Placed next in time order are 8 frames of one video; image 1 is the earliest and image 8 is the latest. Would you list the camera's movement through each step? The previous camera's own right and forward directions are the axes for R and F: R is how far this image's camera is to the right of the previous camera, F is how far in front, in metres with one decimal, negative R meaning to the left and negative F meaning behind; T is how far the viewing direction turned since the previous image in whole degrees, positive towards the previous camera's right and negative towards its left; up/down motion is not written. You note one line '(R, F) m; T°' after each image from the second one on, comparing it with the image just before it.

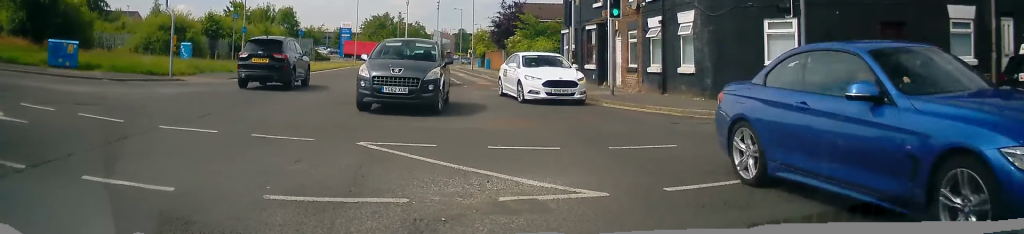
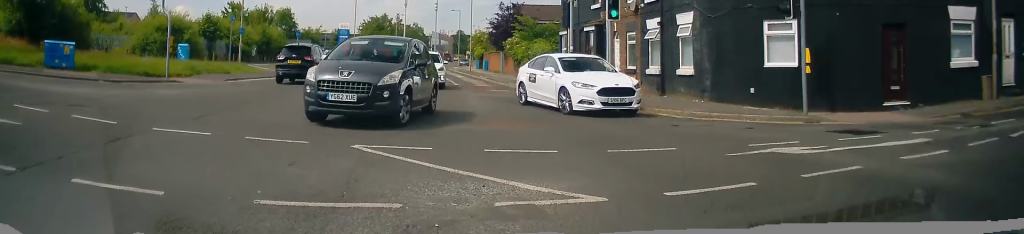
(+0.1, +0.2) m; 0°
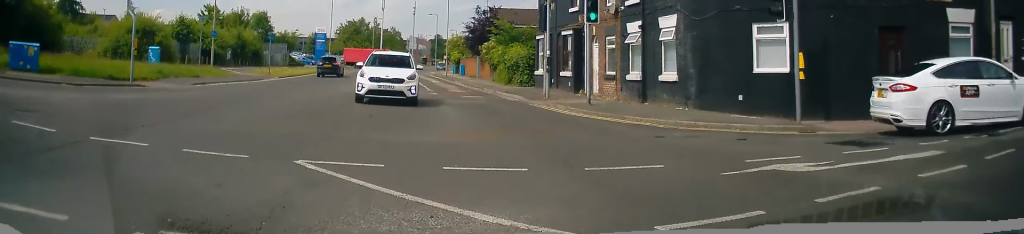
(-0.4, +1.0) m; +2°
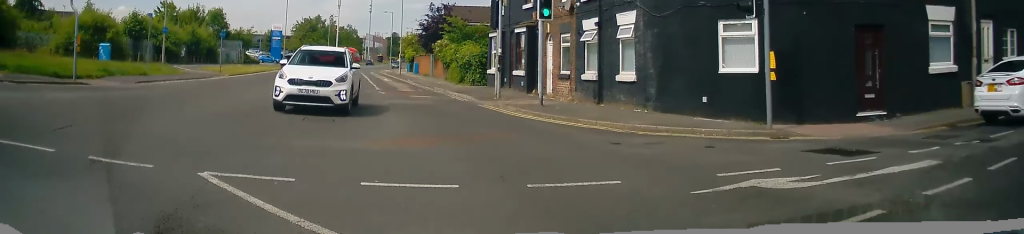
(-0.2, +0.6) m; +4°
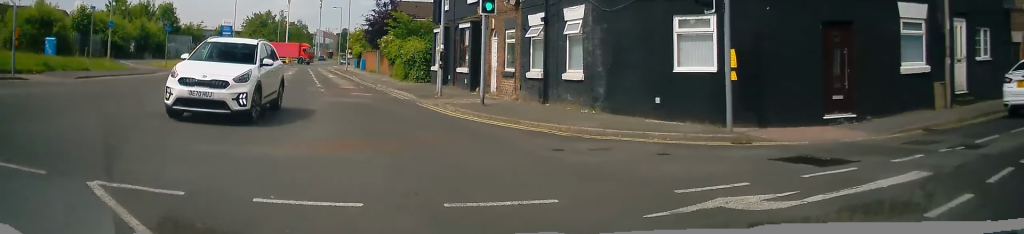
(+0.2, +0.9) m; +10°
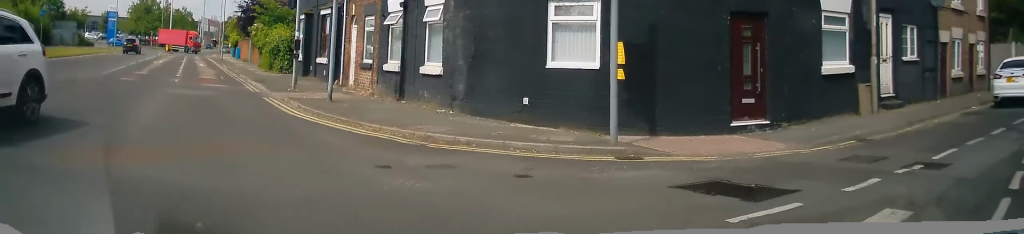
(+0.2, +1.7) m; +15°
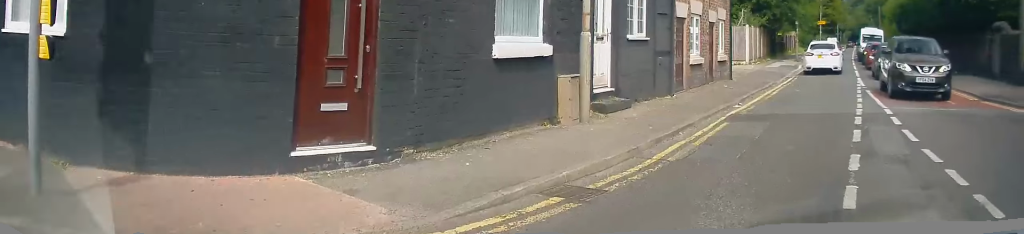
(+1.2, +5.5) m; +22°
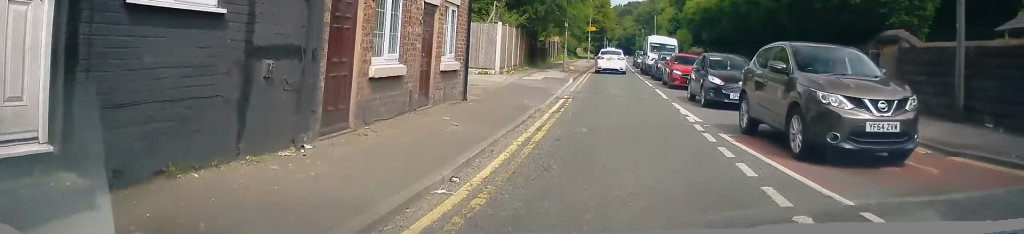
(+1.3, +7.8) m; +16°
